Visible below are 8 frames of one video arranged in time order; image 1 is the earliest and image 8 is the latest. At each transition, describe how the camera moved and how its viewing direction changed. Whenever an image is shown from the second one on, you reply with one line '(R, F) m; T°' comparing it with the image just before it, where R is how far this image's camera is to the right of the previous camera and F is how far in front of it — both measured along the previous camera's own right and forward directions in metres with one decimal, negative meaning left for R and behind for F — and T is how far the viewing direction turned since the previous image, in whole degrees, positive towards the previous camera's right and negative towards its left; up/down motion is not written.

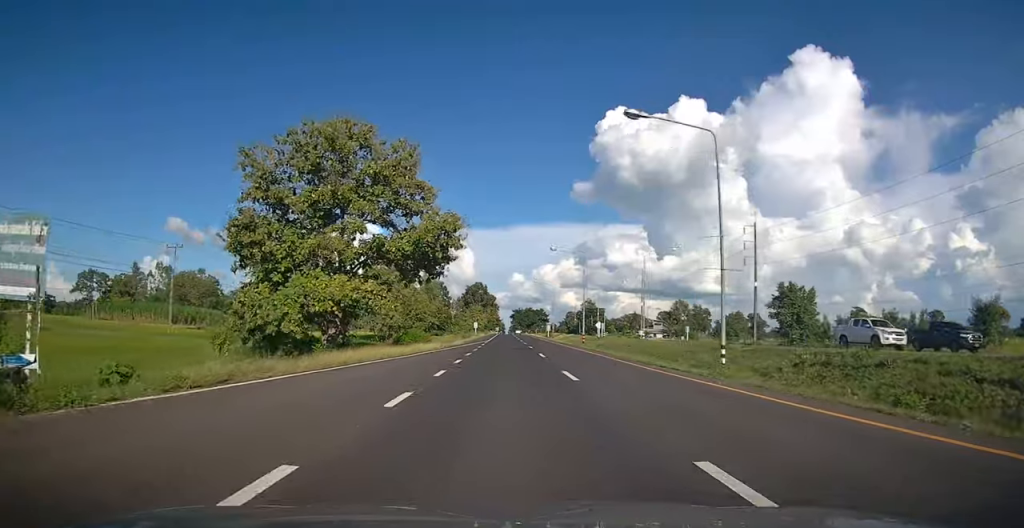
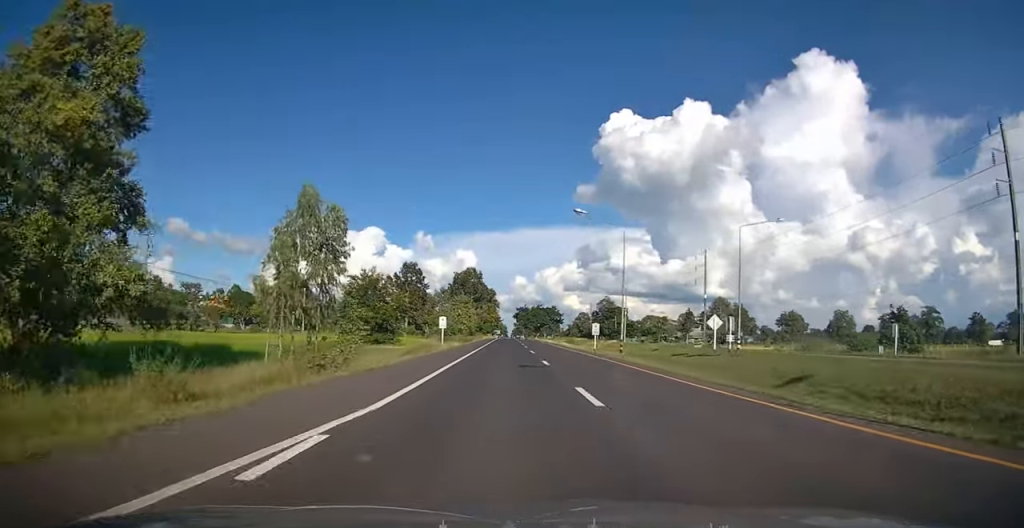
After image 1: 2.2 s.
(-0.3, +53.0) m; 0°
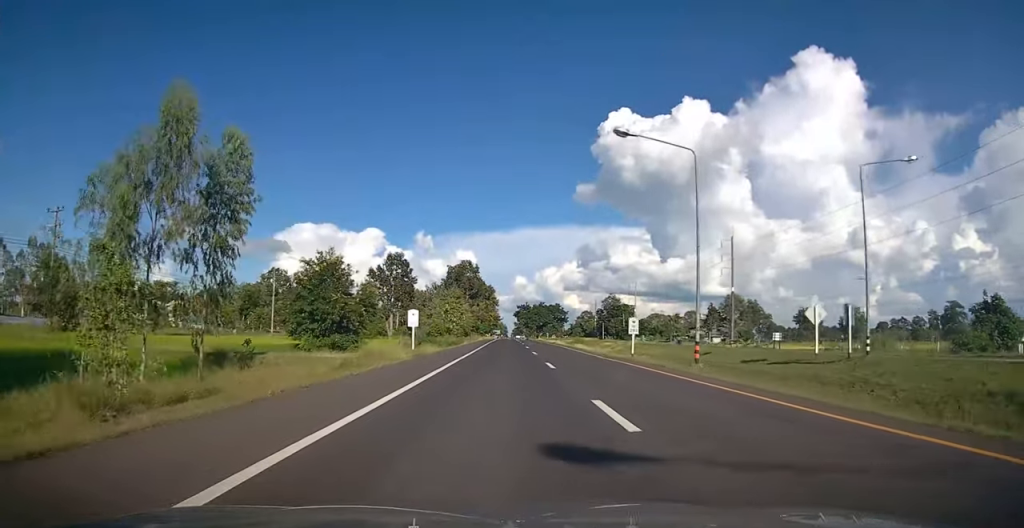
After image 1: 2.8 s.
(0.0, +14.9) m; 0°
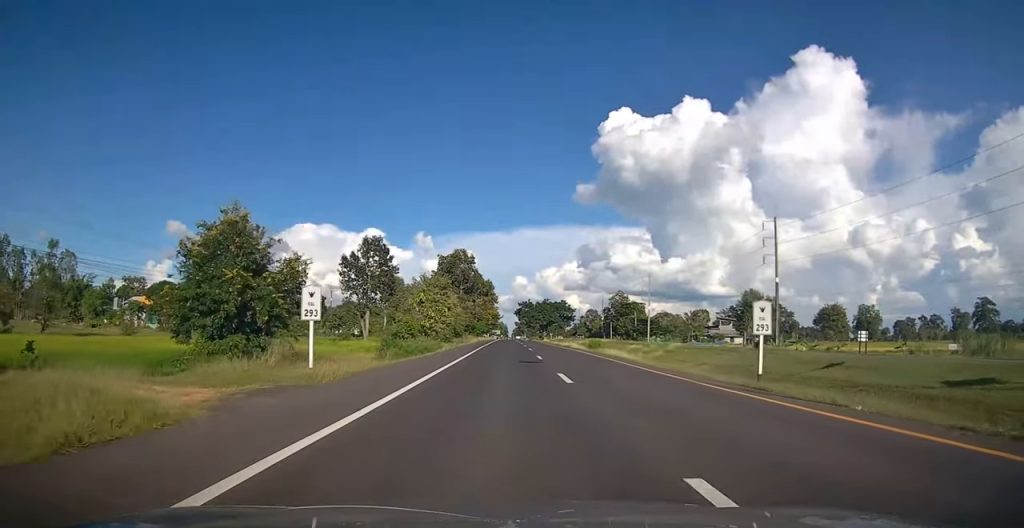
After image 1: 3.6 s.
(0.0, +17.4) m; 0°
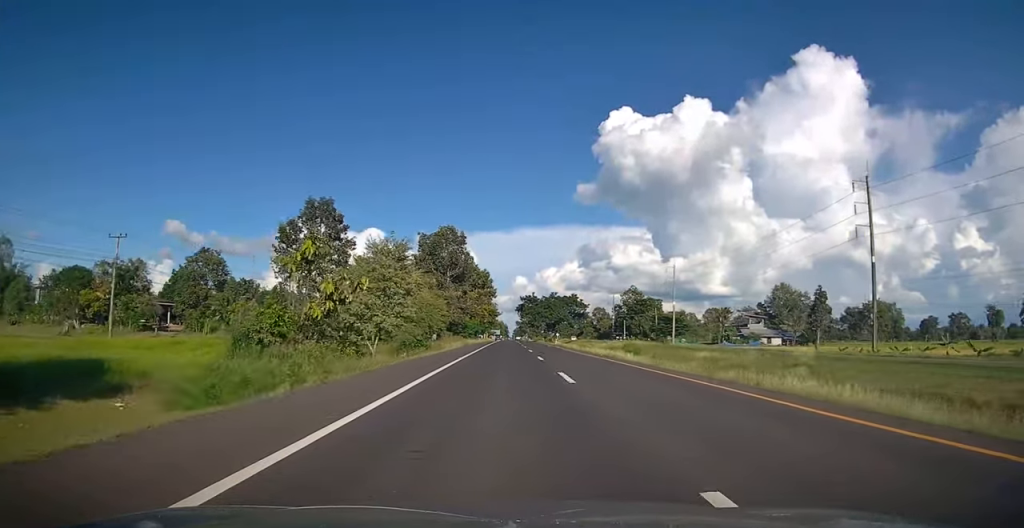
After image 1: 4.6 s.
(0.0, +24.4) m; 0°
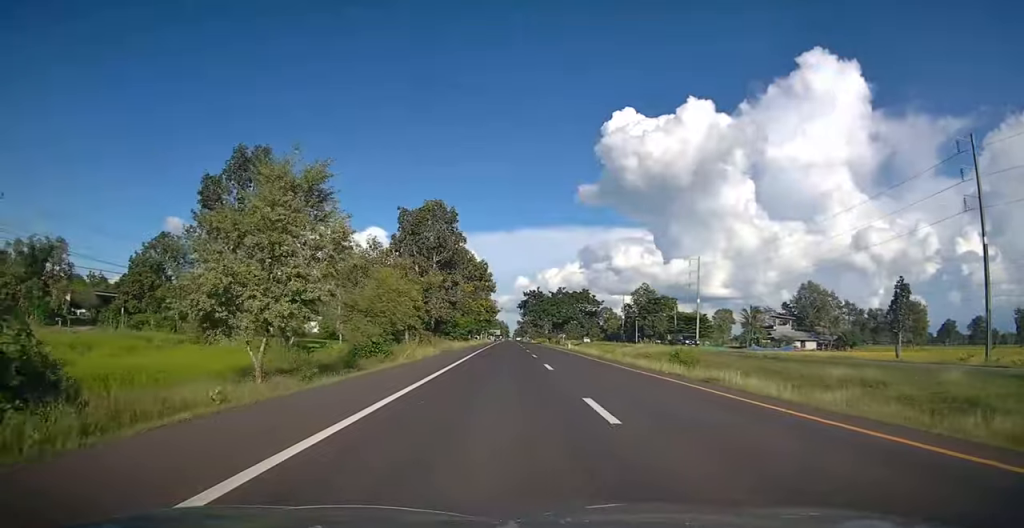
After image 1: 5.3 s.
(0.0, +17.2) m; 0°
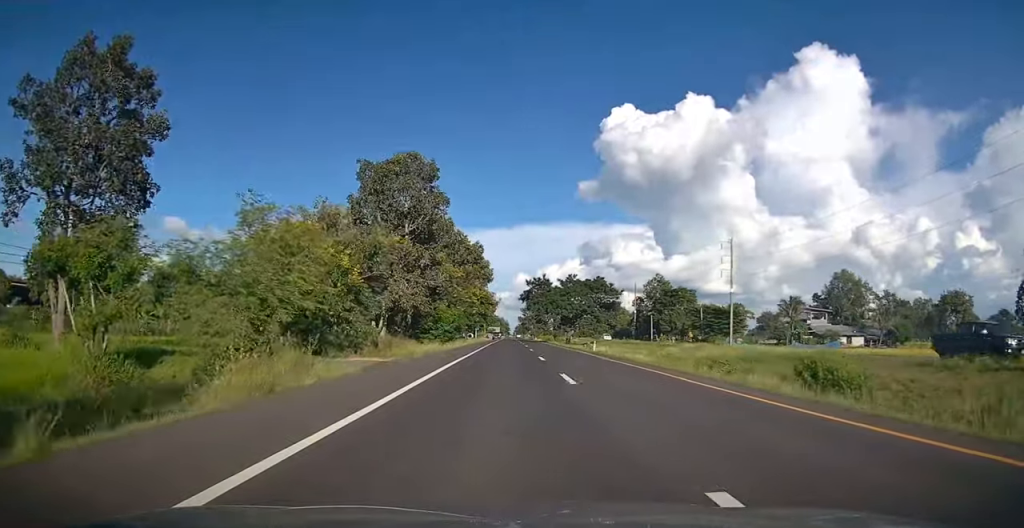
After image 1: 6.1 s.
(0.0, +18.7) m; 0°
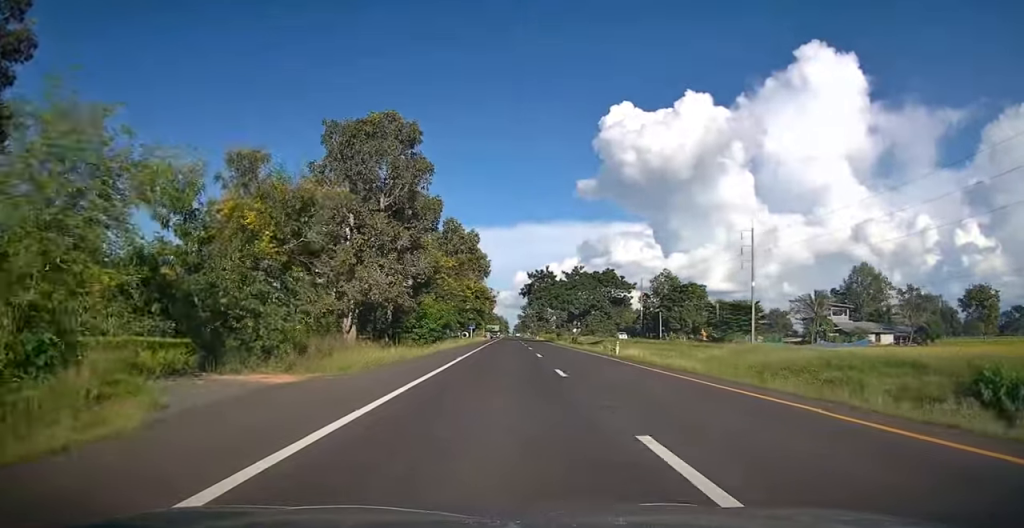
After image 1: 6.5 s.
(0.0, +9.7) m; 0°
